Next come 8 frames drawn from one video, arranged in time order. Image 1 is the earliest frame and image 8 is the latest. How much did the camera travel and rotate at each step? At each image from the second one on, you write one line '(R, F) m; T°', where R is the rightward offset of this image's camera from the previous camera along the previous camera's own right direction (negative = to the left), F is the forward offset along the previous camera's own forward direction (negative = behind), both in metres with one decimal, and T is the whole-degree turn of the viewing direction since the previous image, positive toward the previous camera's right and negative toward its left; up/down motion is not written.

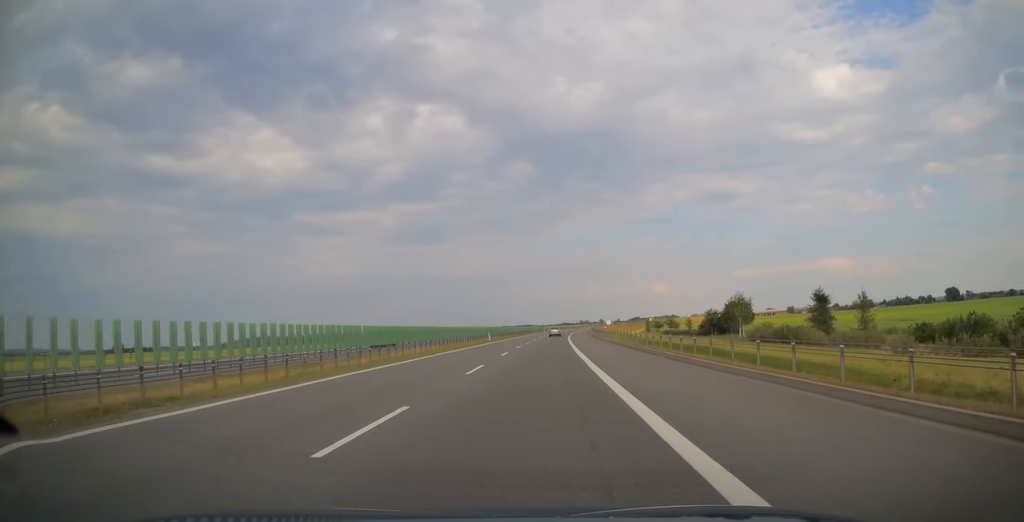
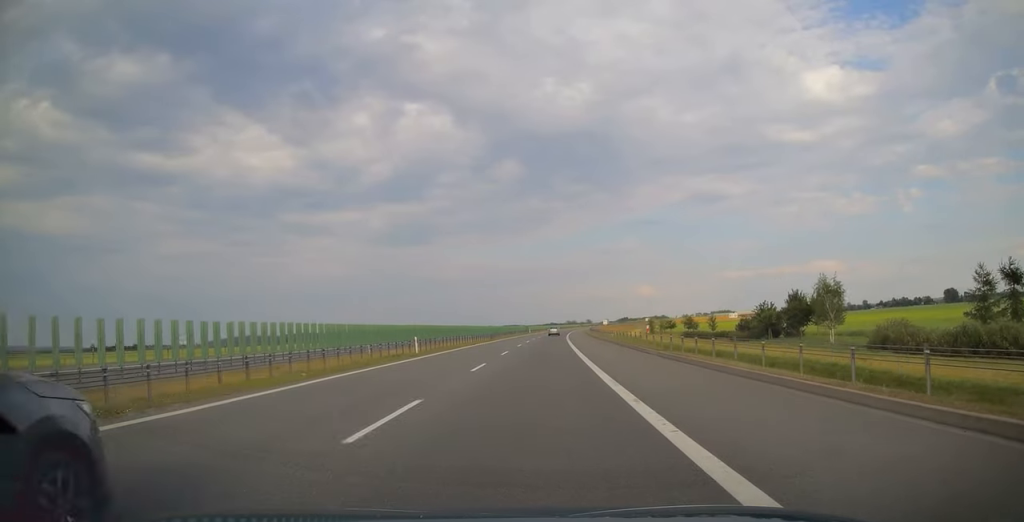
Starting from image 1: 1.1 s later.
(+0.2, +35.0) m; +1°
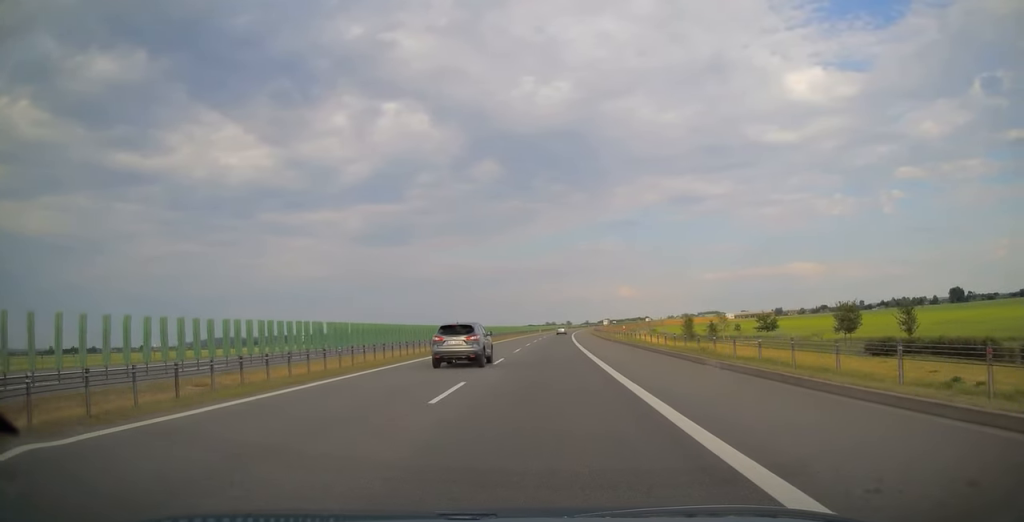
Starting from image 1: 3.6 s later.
(+2.3, +80.1) m; +3°
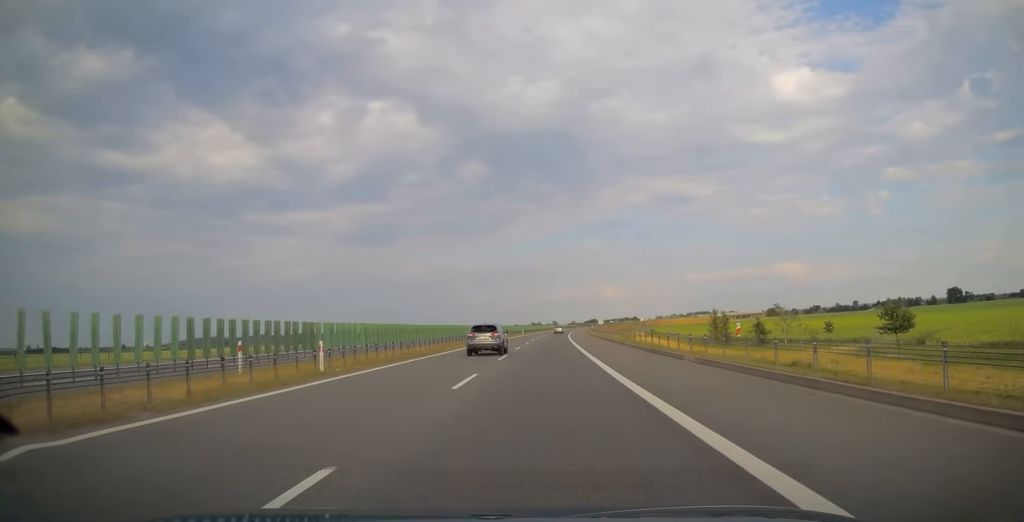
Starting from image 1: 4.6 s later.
(0.0, +33.4) m; 0°
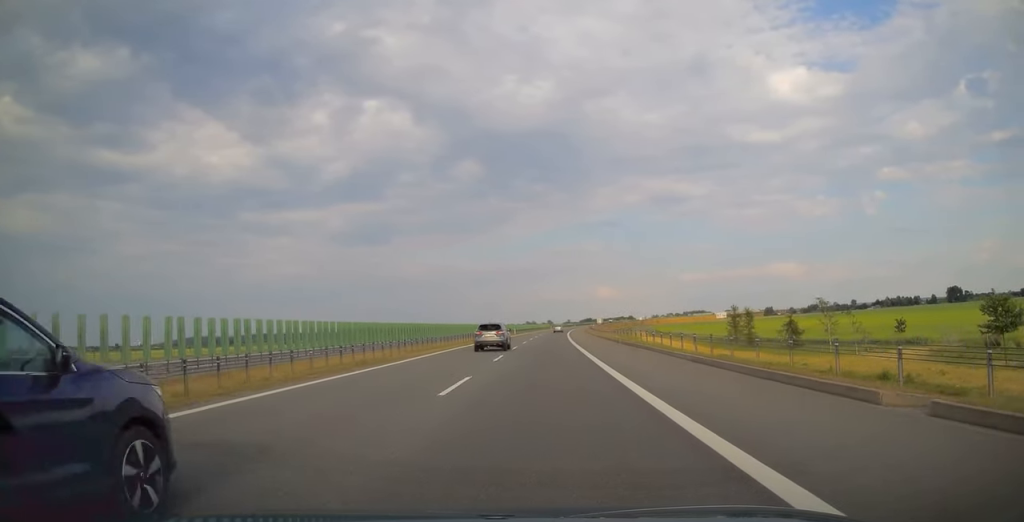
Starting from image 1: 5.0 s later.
(-0.1, +13.4) m; +1°
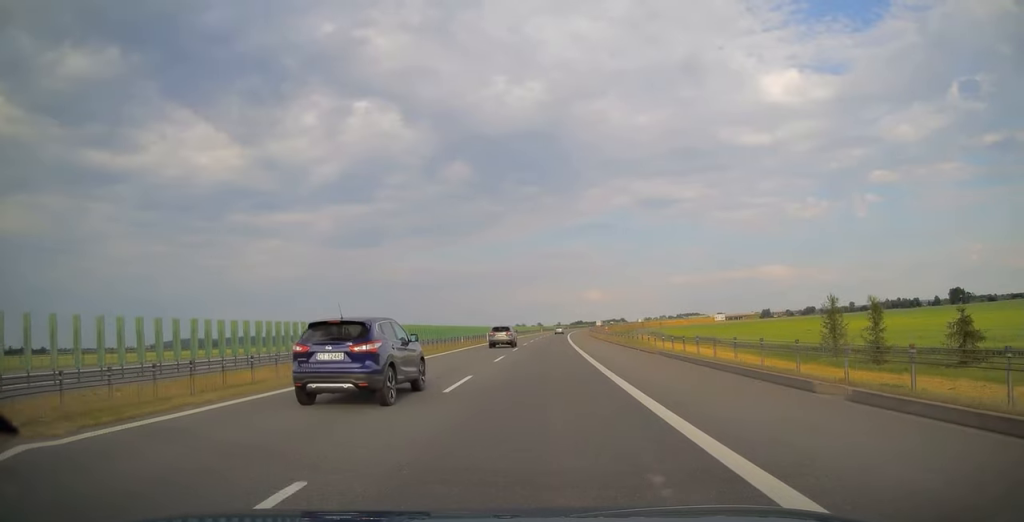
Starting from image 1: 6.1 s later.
(+0.7, +35.0) m; +1°
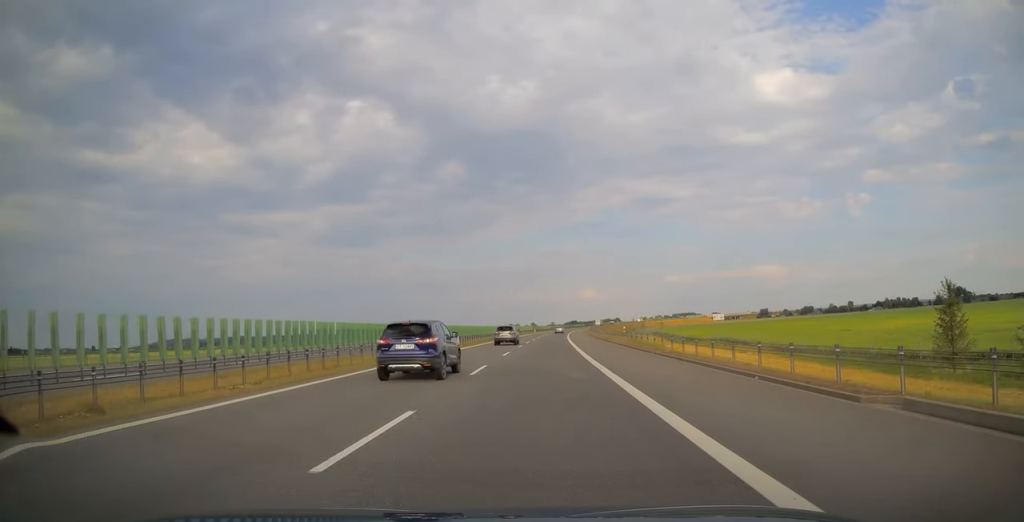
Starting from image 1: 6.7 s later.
(+0.1, +19.4) m; +1°
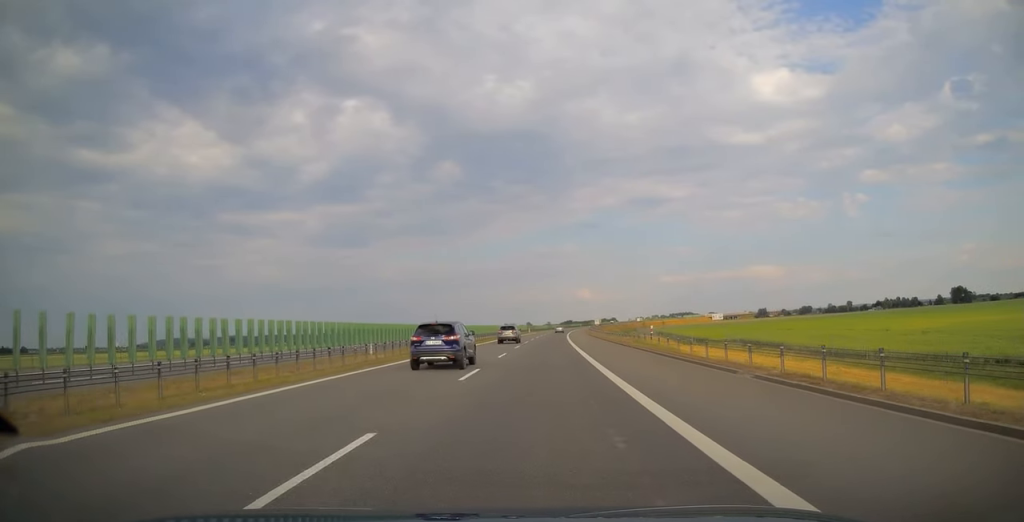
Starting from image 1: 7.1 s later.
(-0.3, +14.0) m; 0°
